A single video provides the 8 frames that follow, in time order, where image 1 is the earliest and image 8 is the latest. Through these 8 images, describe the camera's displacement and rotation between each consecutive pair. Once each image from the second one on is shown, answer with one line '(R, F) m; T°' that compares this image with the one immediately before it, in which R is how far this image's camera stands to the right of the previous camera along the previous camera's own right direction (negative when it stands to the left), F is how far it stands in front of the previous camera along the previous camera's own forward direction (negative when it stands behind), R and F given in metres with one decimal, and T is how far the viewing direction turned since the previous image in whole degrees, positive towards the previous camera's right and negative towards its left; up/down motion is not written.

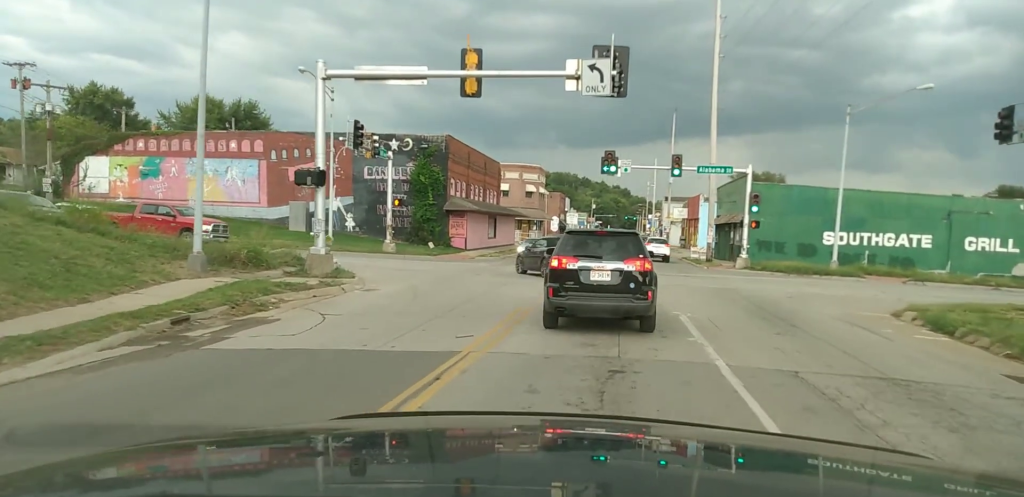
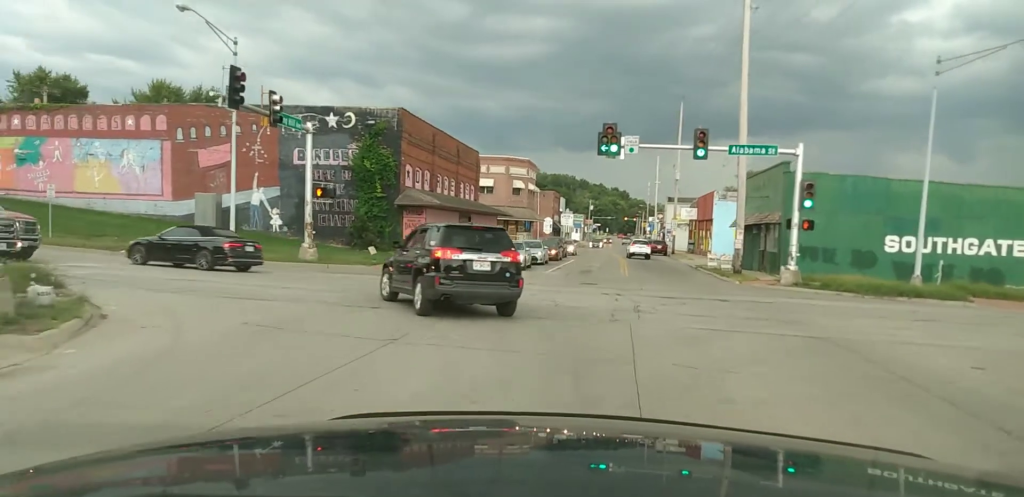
(-0.7, +10.3) m; -5°
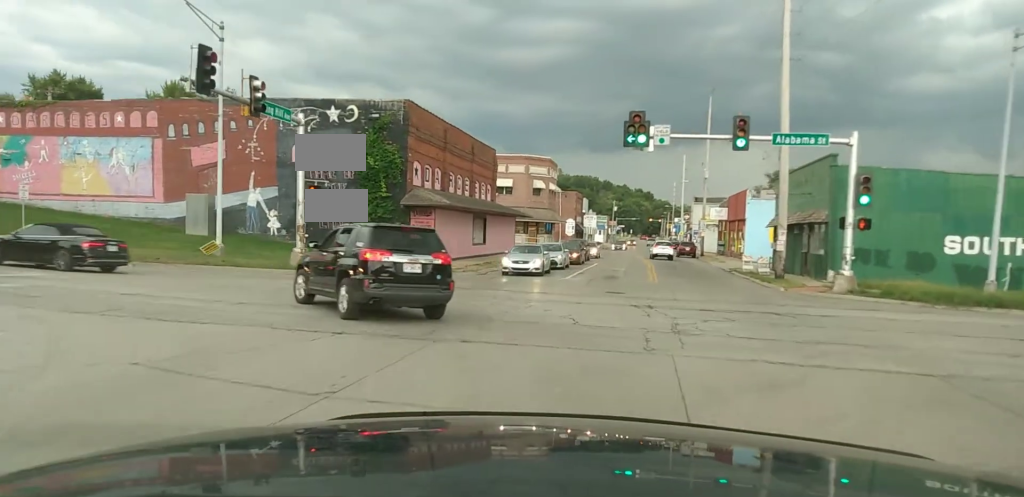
(0.0, +3.1) m; -3°
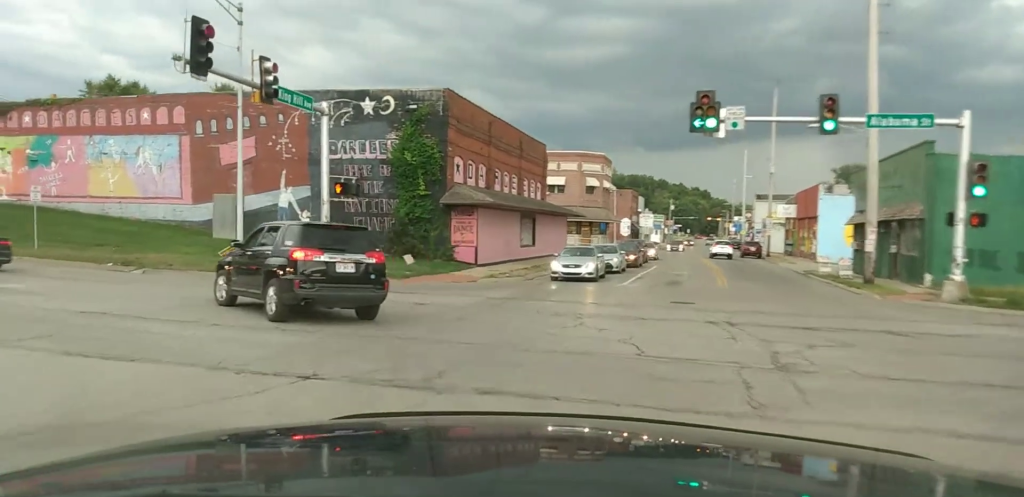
(0.0, +3.7) m; -6°
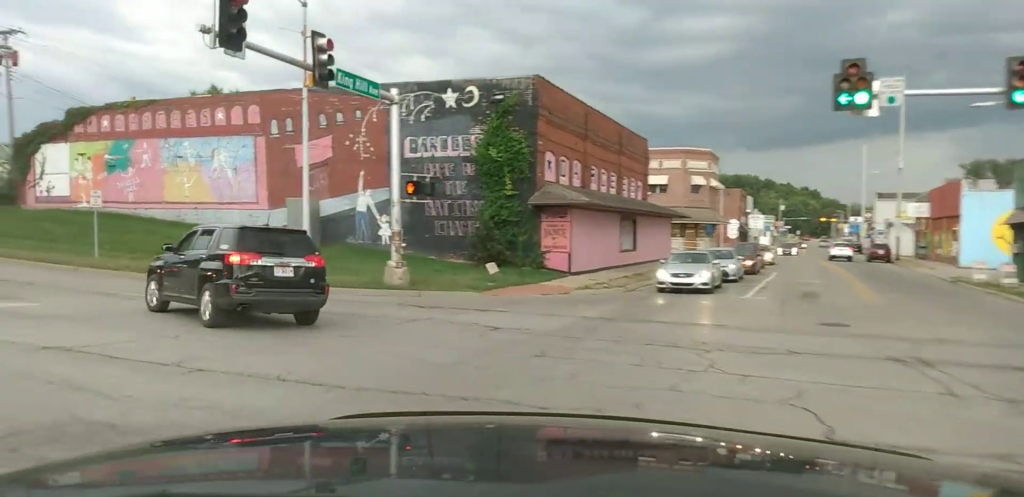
(-0.4, +3.8) m; -8°
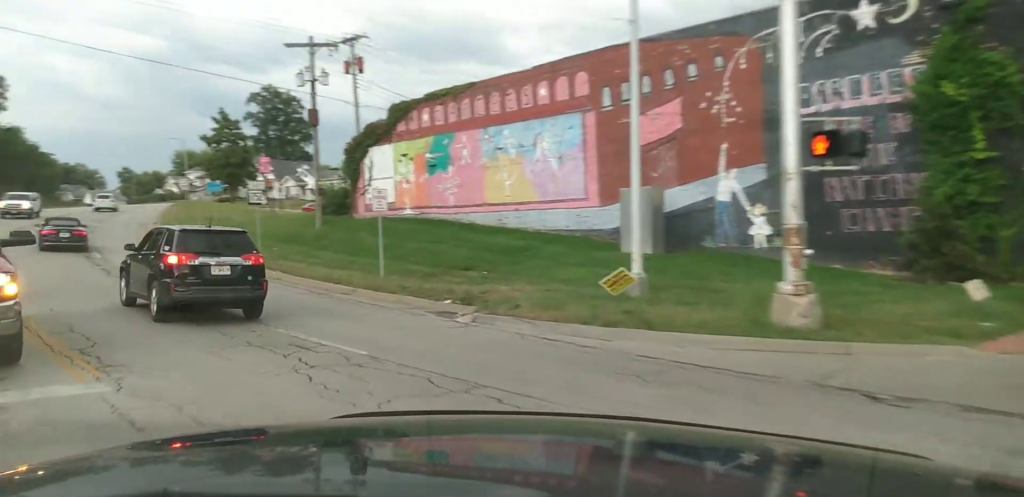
(-1.4, +9.5) m; -18°
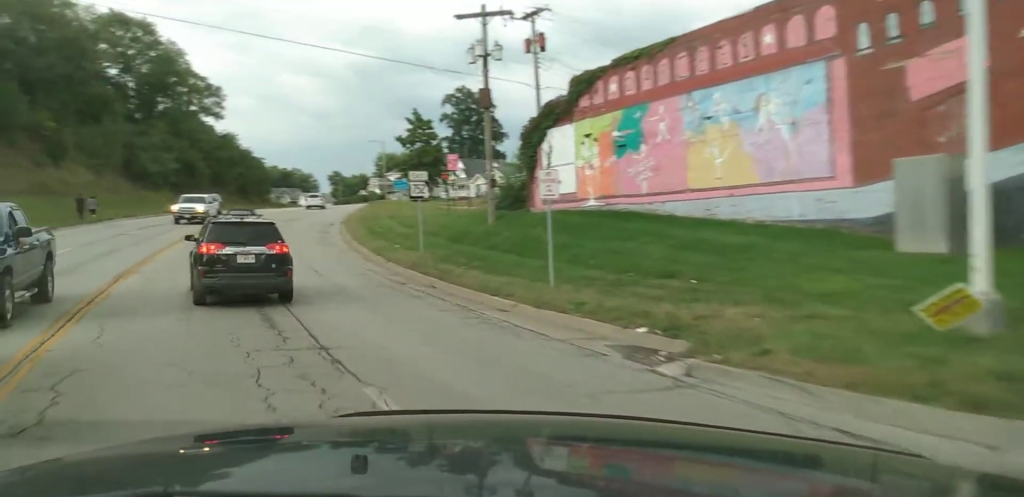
(-0.6, +5.4) m; -15°
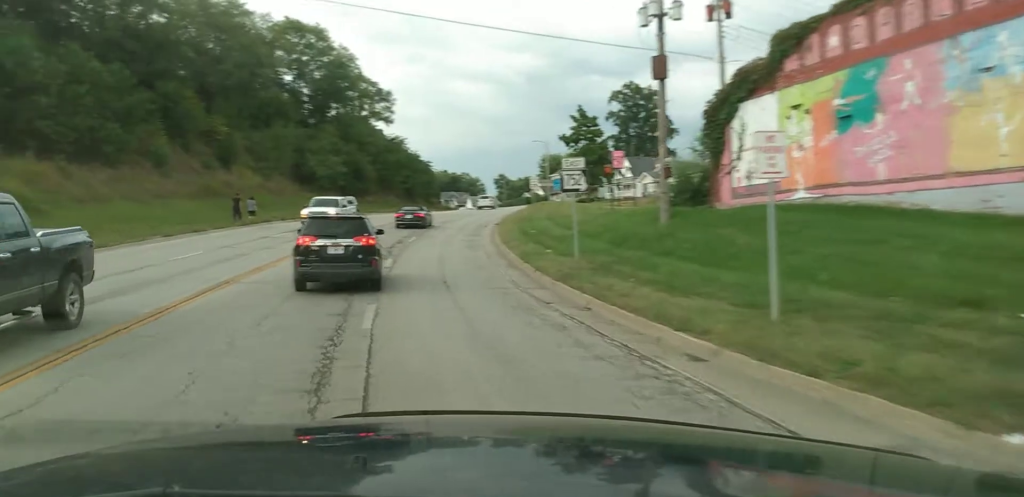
(-0.6, +4.5) m; -12°
